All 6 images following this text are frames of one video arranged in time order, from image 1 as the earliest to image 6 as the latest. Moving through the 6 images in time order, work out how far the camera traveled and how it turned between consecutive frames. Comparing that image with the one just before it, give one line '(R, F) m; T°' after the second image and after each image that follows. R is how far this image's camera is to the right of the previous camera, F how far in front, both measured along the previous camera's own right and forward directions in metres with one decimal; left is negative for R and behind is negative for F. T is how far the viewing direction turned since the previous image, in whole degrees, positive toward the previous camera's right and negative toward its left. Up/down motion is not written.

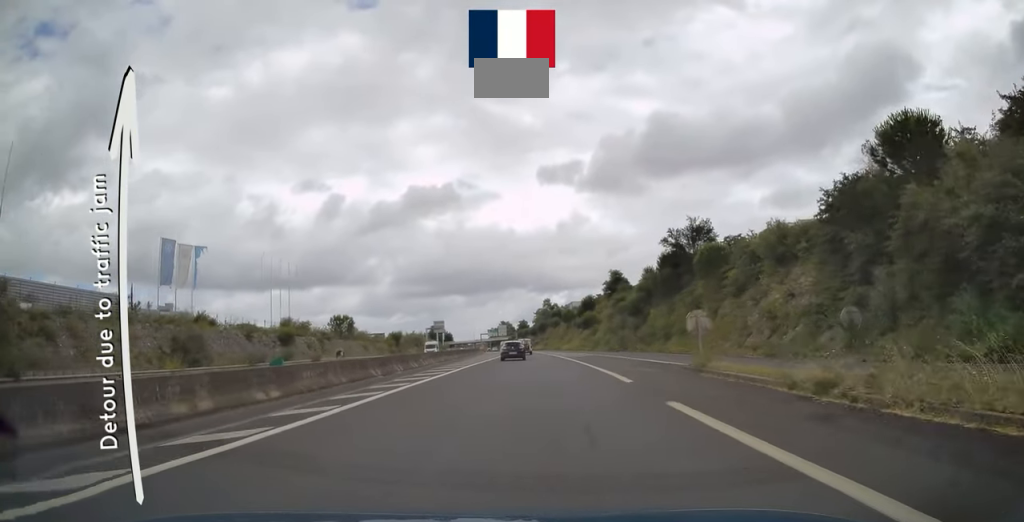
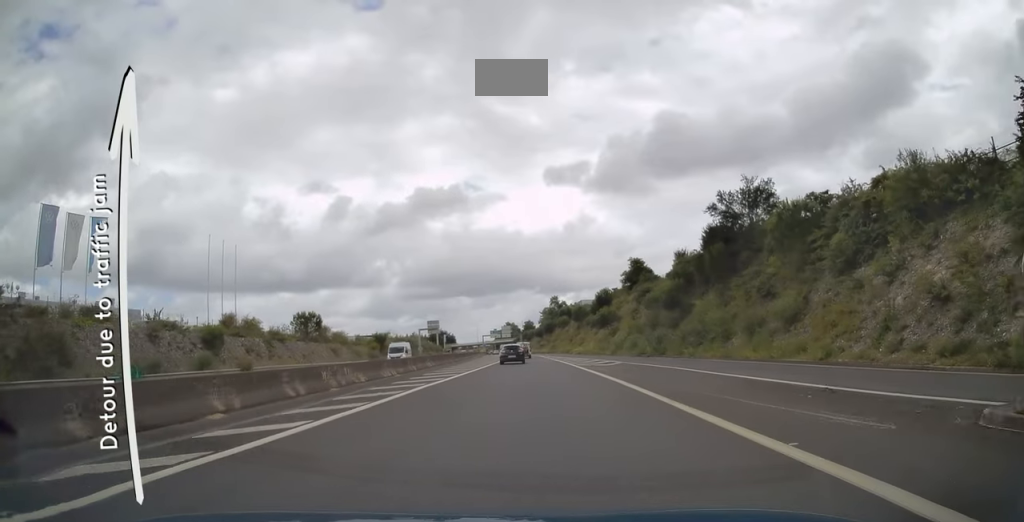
(-0.1, +16.9) m; -1°
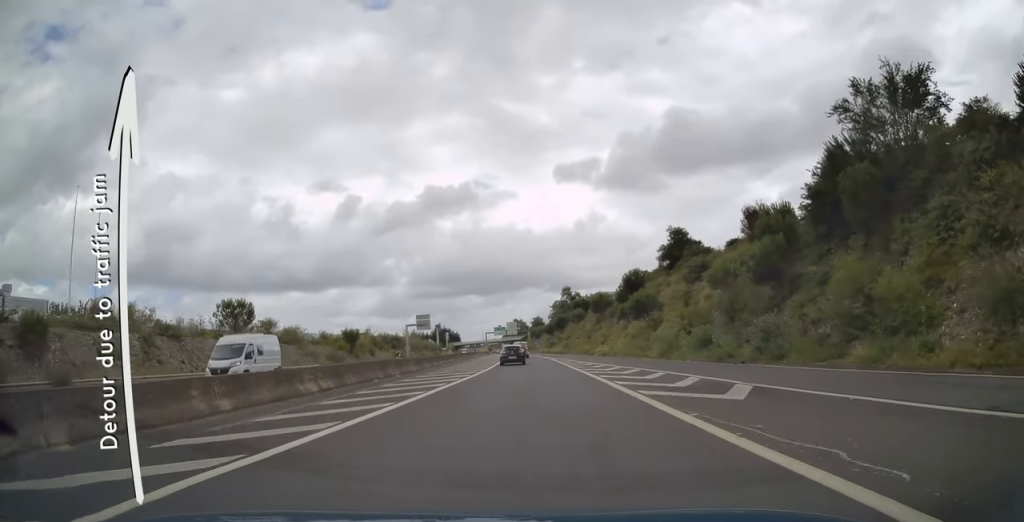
(-0.1, +22.0) m; -1°
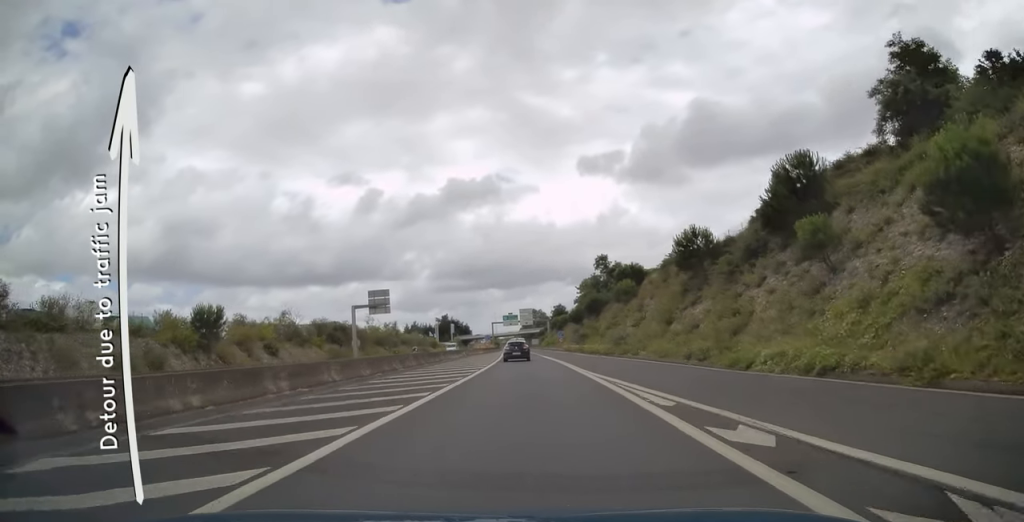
(-1.0, +43.3) m; -2°
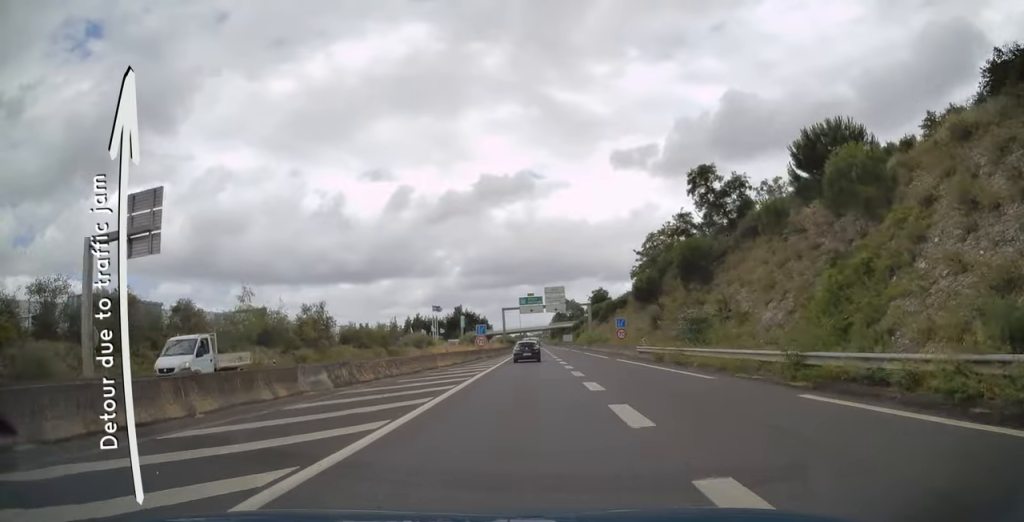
(-1.4, +49.9) m; -3°
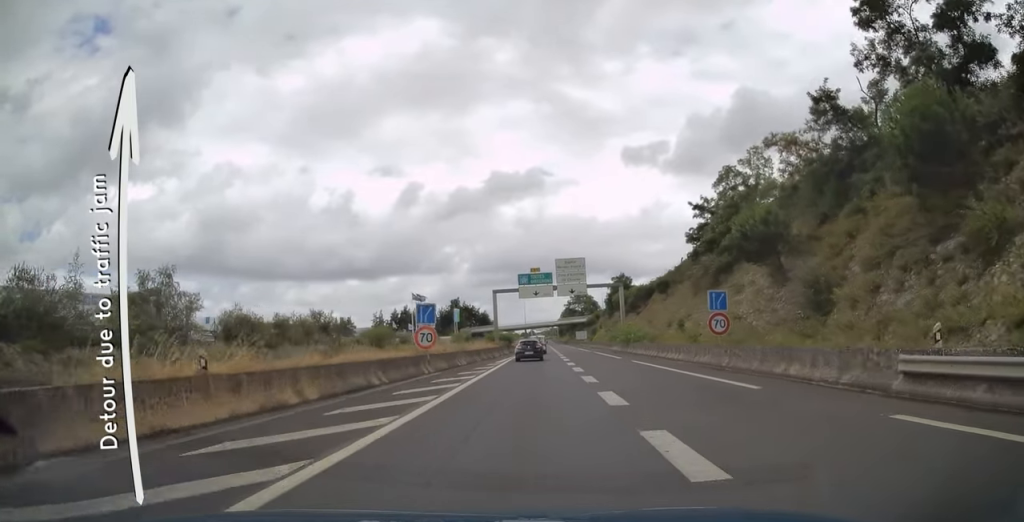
(0.0, +29.1) m; 0°
